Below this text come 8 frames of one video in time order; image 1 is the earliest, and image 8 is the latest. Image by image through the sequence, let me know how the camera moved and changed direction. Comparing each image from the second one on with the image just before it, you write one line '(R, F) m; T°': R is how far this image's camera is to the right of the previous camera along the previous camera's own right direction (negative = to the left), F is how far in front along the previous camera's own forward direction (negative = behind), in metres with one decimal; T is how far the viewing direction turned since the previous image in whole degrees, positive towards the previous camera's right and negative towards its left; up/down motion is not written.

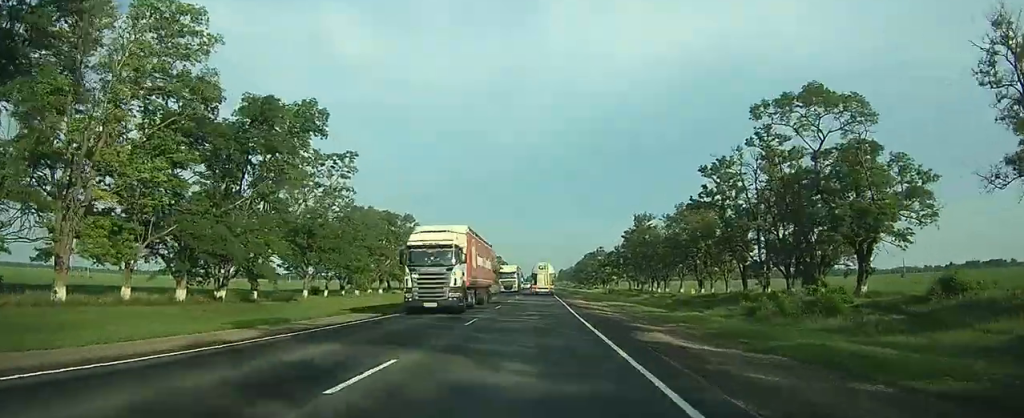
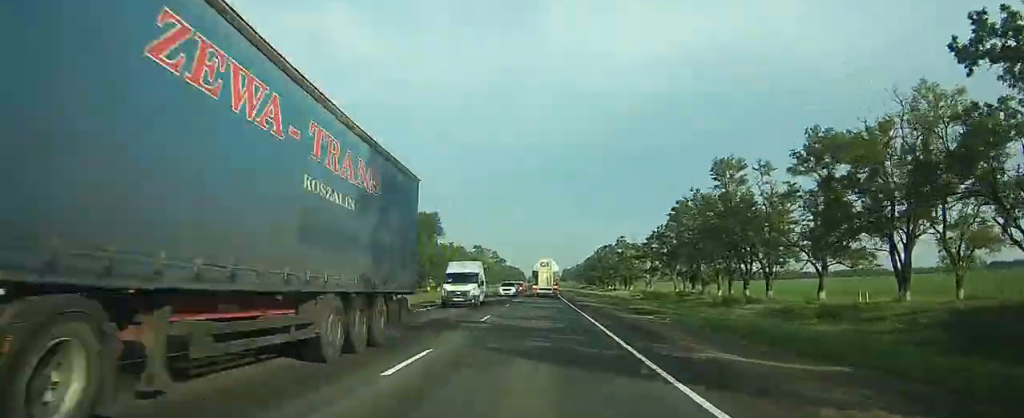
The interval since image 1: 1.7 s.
(-0.5, +45.8) m; -1°
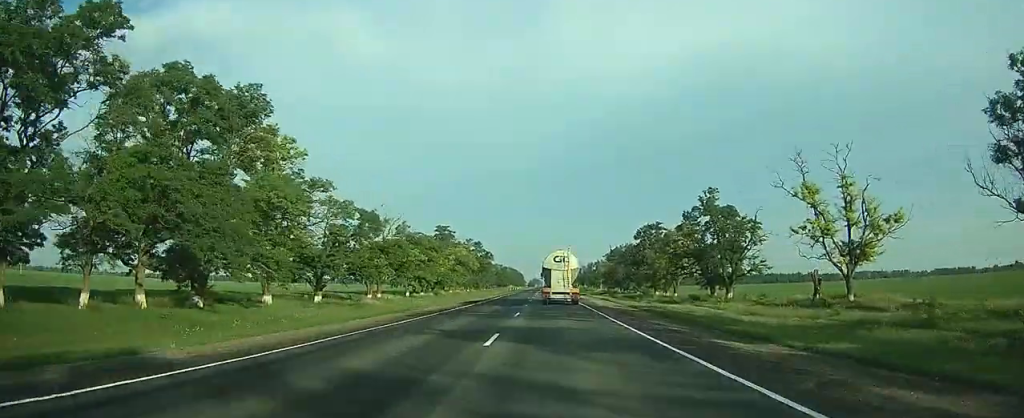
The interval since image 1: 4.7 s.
(-0.2, +92.9) m; 0°
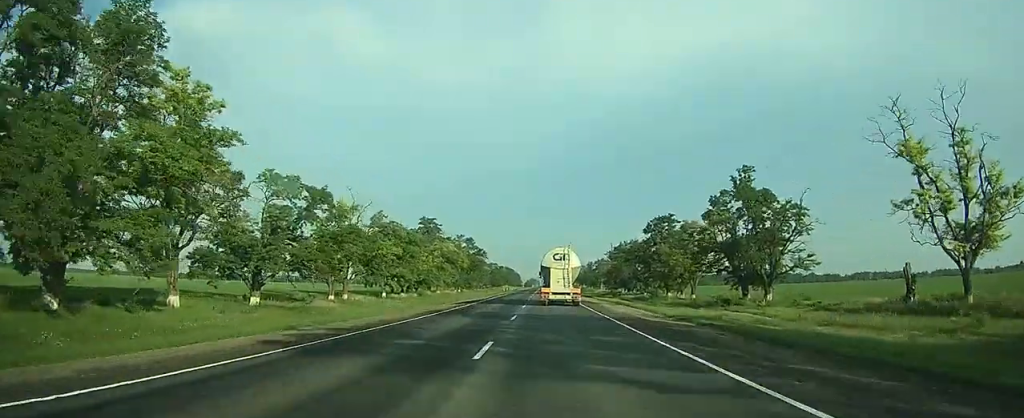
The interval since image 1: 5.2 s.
(0.0, +15.2) m; 0°
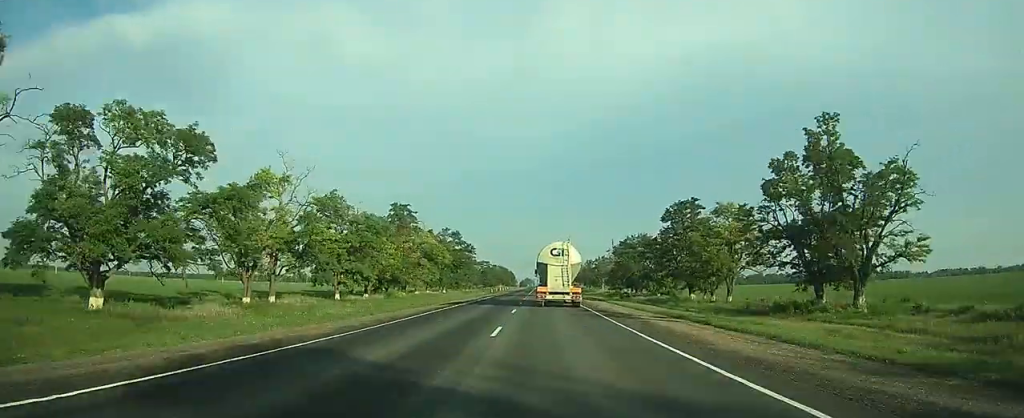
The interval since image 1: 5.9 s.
(0.0, +20.4) m; 0°
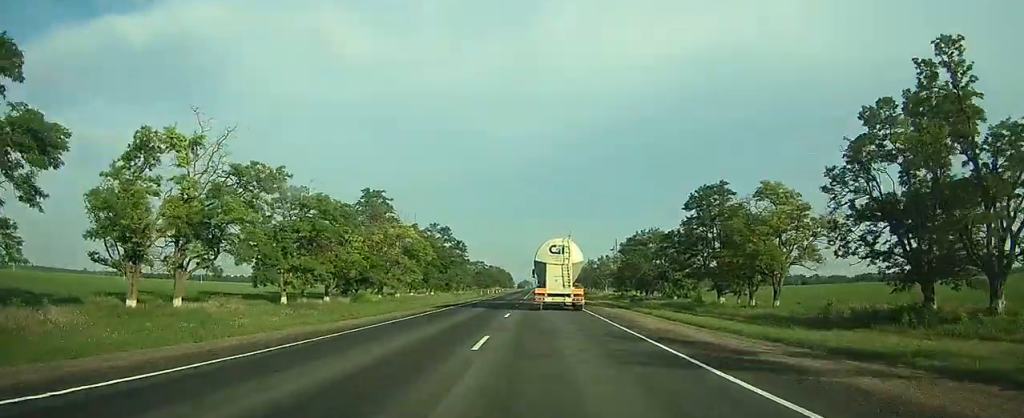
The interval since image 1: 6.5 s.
(0.0, +15.2) m; 0°
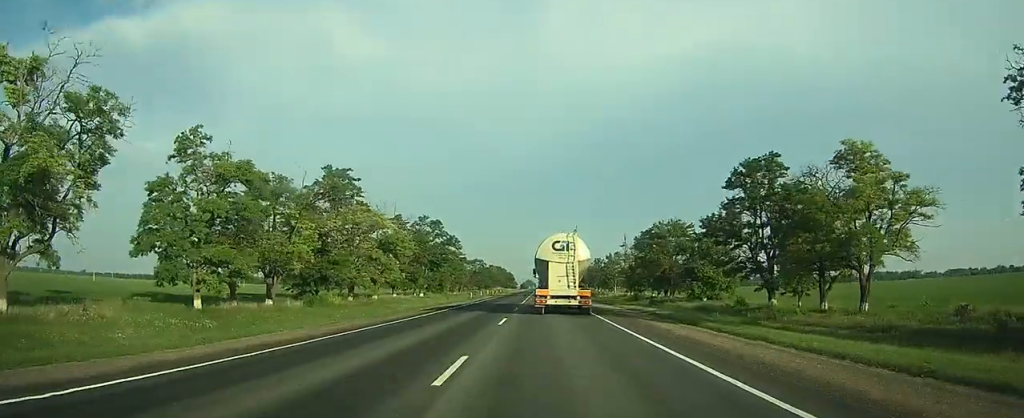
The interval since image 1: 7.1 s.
(0.0, +15.9) m; 0°
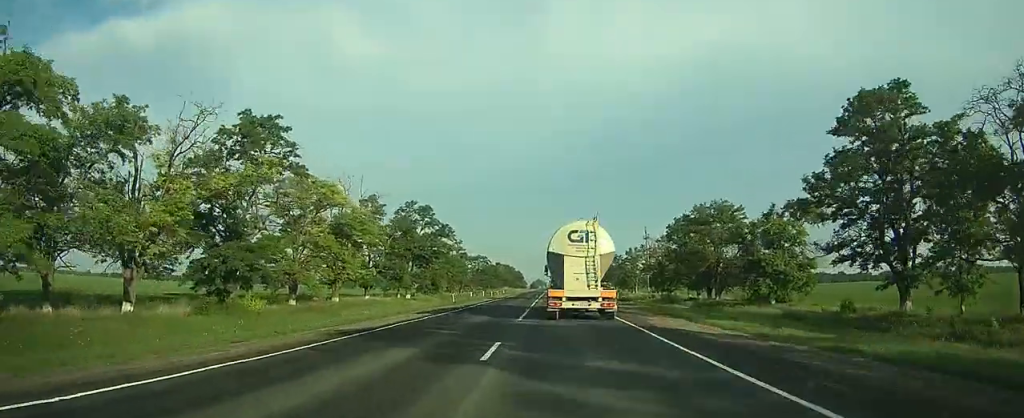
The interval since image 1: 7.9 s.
(0.0, +21.0) m; 0°
